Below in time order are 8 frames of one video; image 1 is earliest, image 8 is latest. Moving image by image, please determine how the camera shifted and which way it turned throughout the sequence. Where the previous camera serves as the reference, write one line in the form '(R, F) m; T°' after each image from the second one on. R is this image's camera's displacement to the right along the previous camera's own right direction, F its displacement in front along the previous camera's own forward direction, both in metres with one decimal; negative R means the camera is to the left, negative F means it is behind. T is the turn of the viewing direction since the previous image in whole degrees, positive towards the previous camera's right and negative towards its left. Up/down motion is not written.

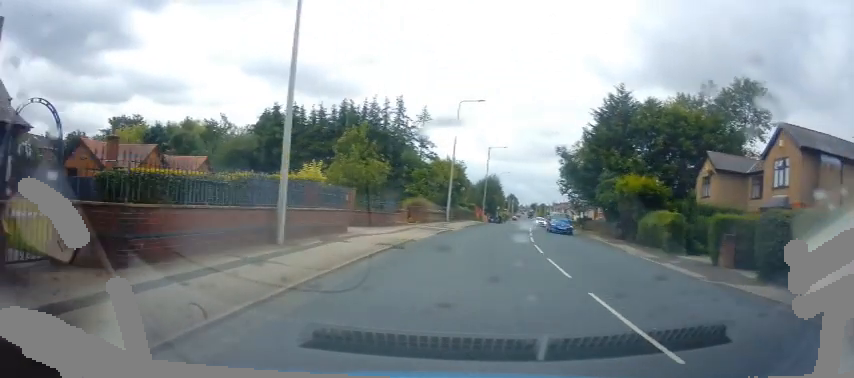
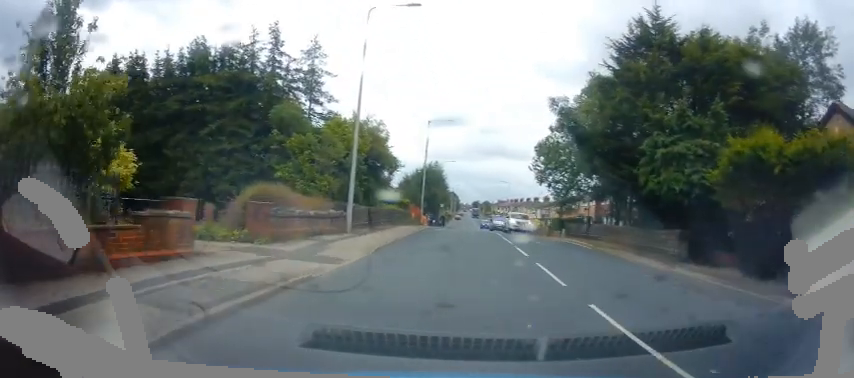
(+1.2, +18.9) m; +7°
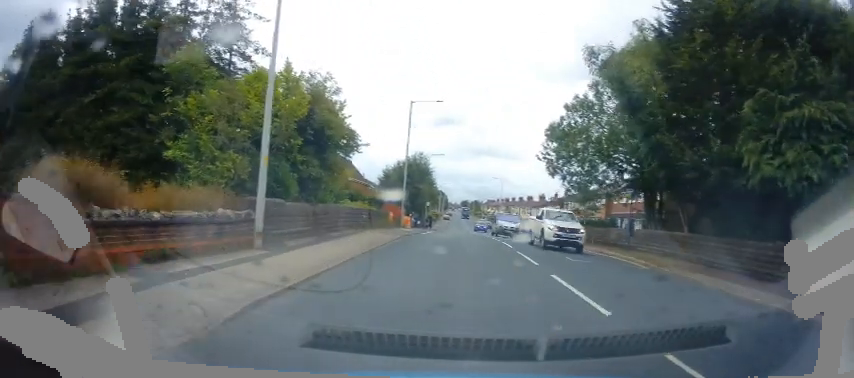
(+0.2, +8.4) m; +2°
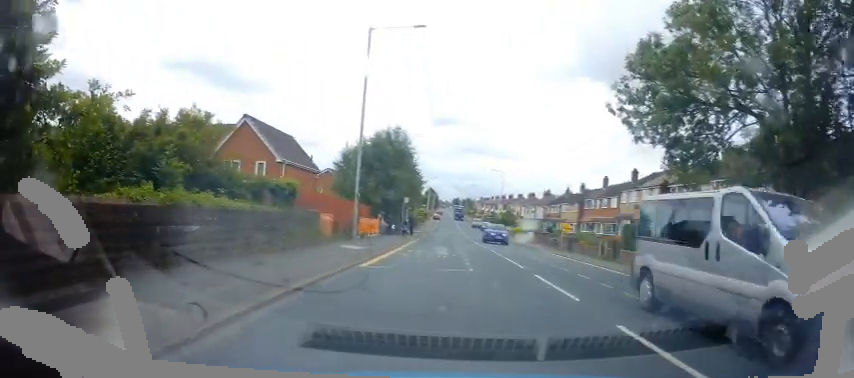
(+0.2, +16.5) m; +1°
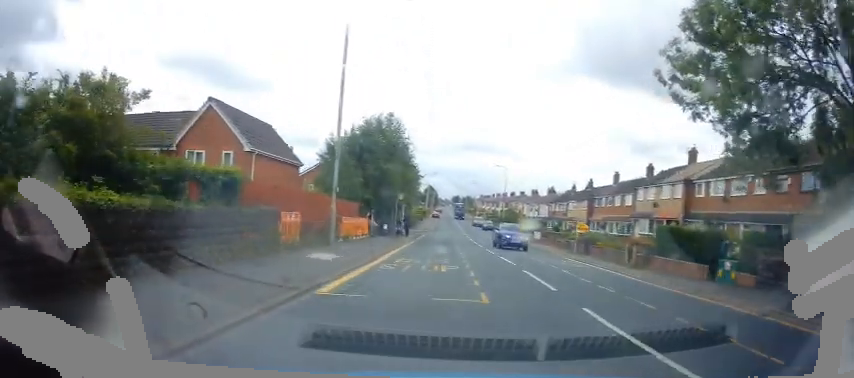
(0.0, +4.6) m; 0°
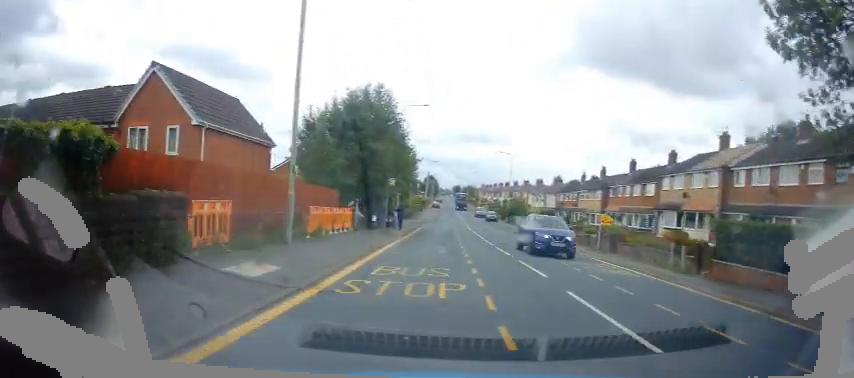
(0.0, +5.1) m; 0°
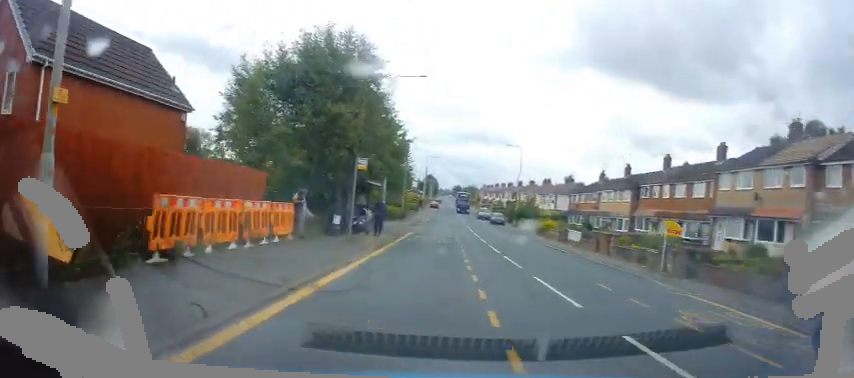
(0.0, +9.0) m; -1°
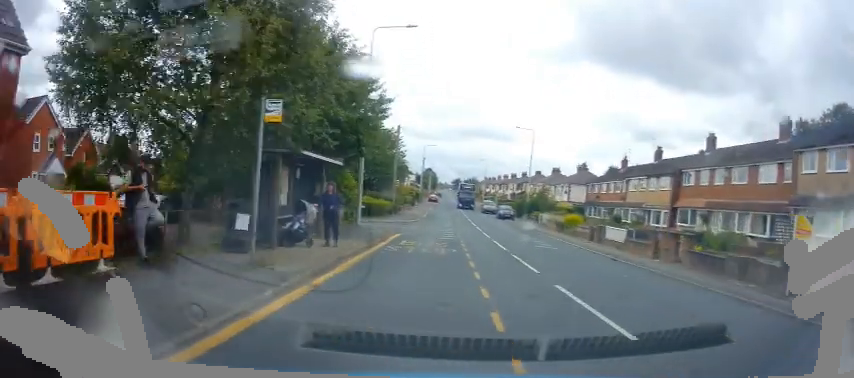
(-0.1, +8.7) m; 0°
